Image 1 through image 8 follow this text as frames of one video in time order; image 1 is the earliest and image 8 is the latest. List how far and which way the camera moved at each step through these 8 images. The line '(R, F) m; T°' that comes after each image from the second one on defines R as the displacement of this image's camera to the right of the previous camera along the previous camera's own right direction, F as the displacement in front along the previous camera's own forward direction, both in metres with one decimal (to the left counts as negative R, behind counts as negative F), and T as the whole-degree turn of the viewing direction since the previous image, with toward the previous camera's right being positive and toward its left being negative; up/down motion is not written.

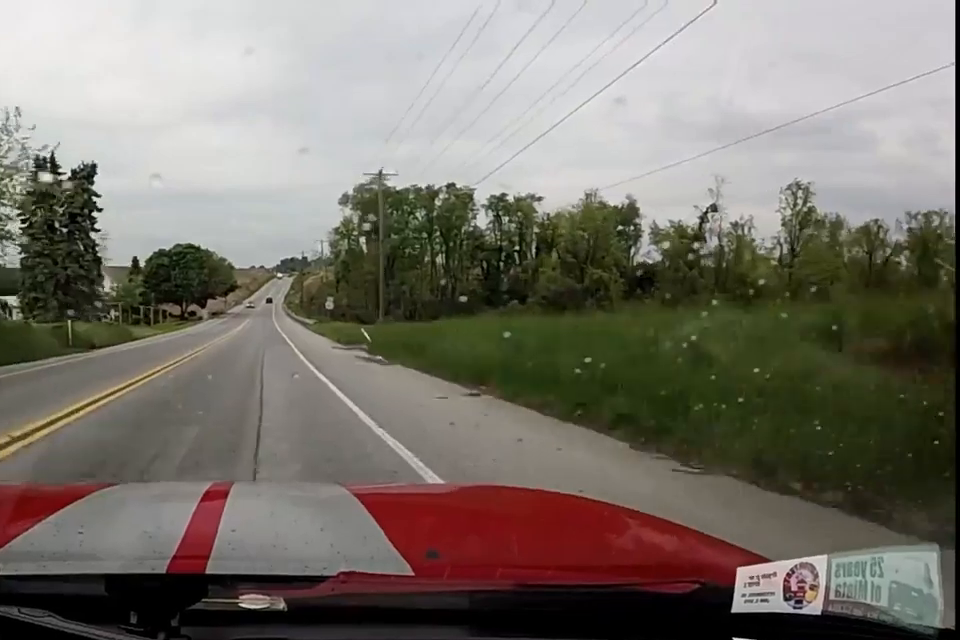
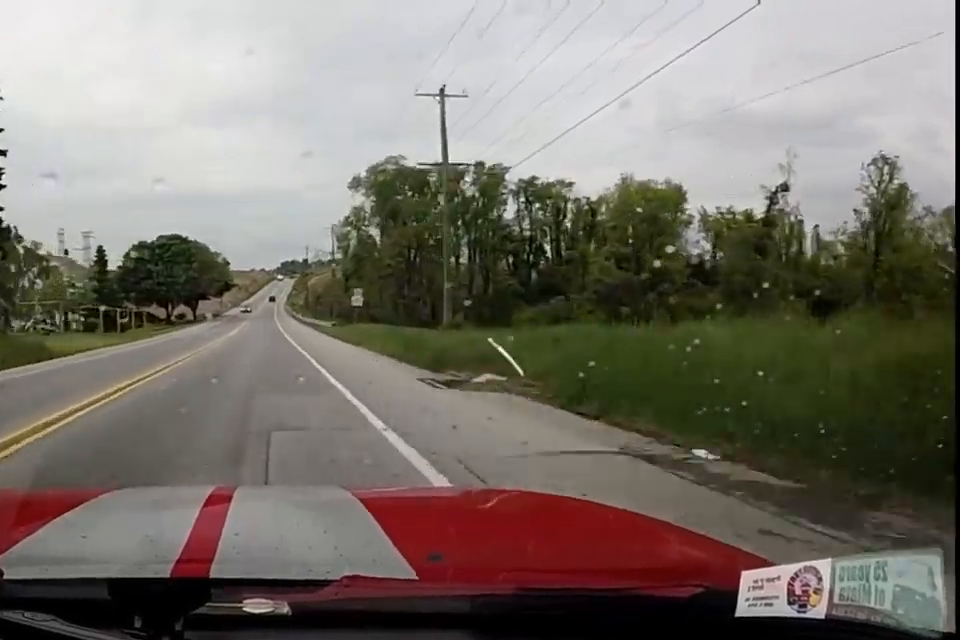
(0.0, +15.9) m; 0°
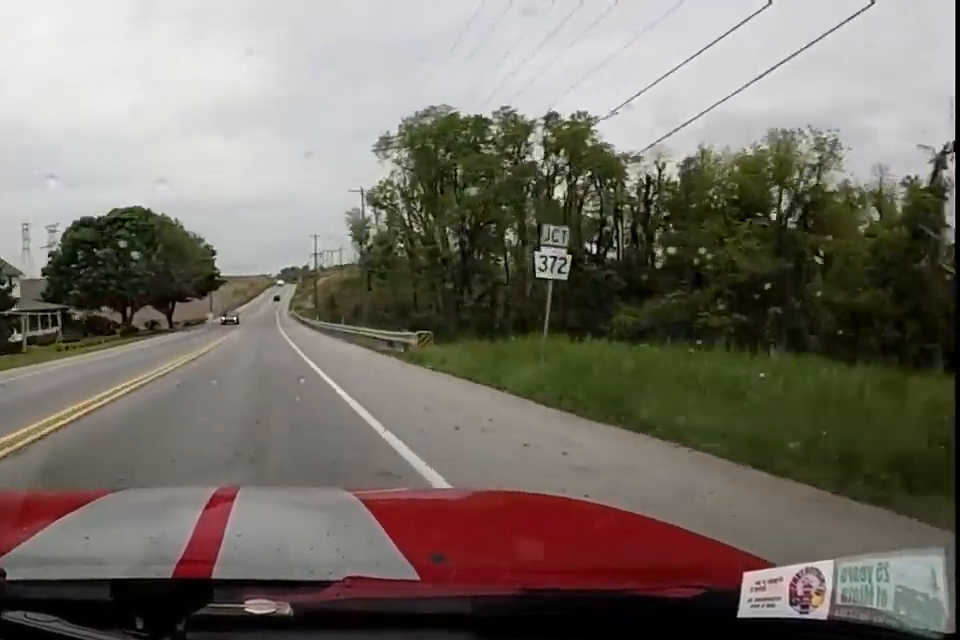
(0.0, +26.1) m; +2°
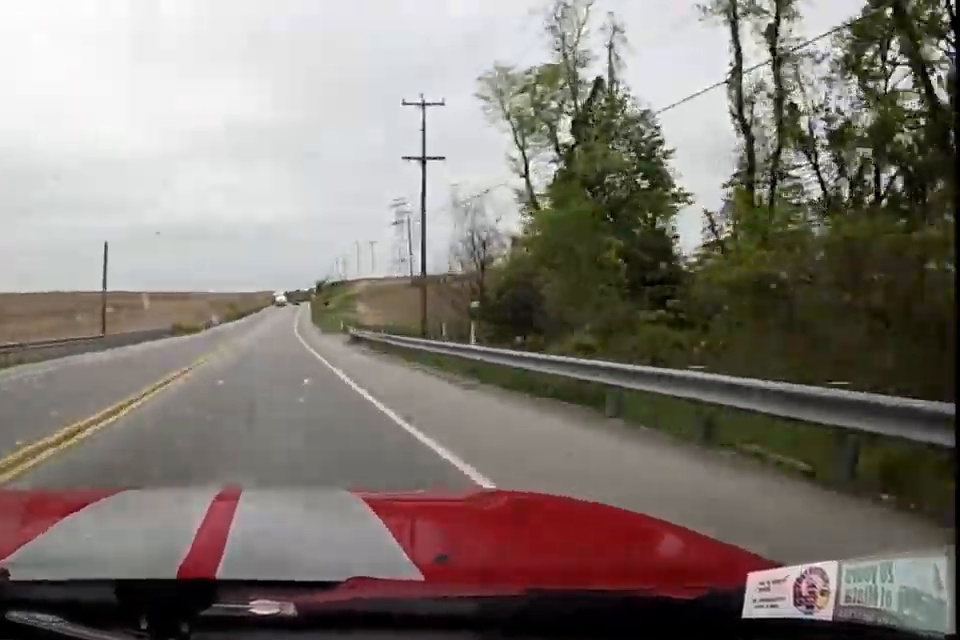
(+3.0, +74.7) m; +3°
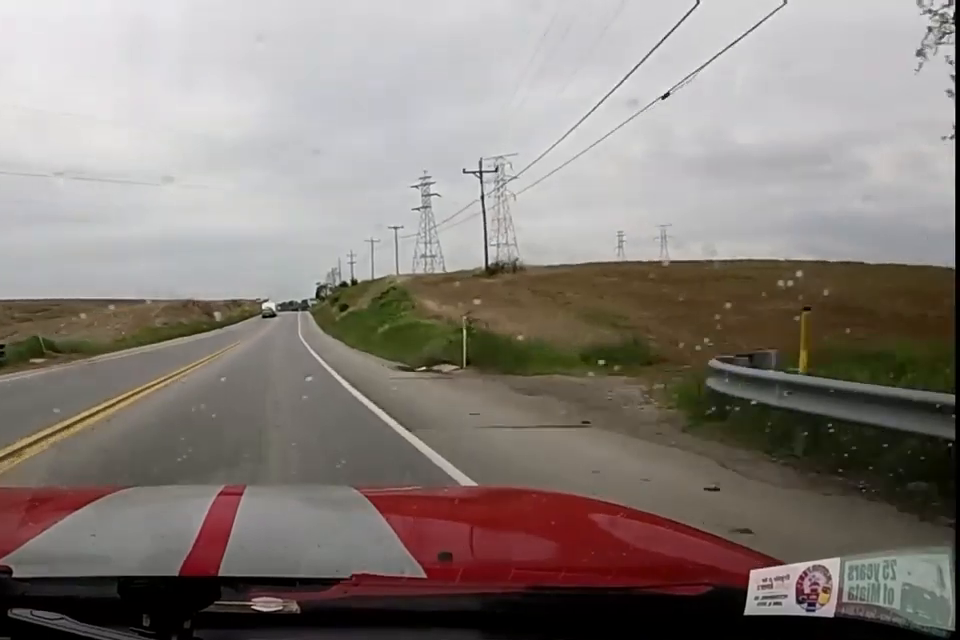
(+0.5, +31.8) m; +2°
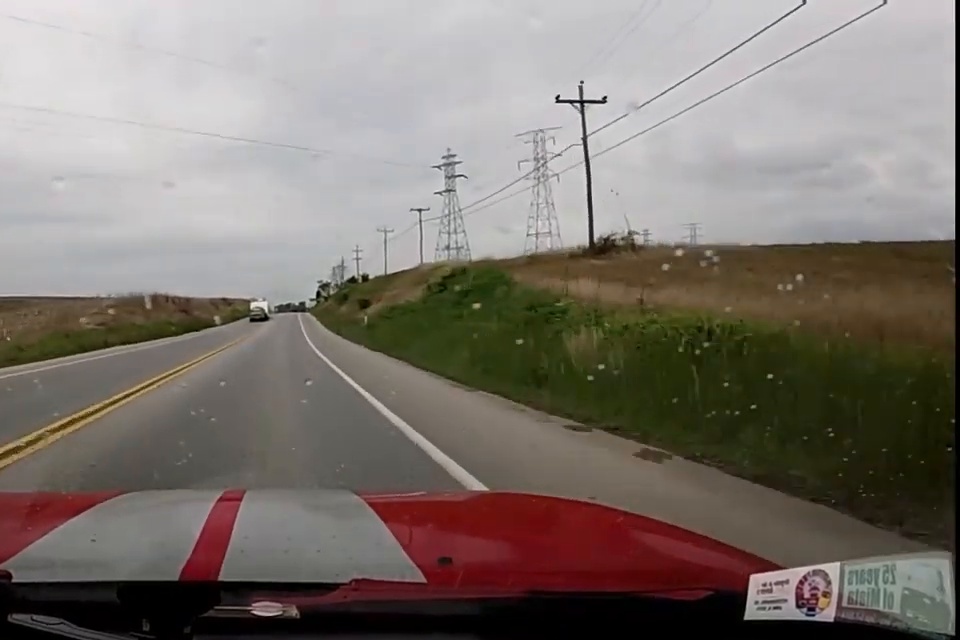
(+0.2, +18.1) m; 0°
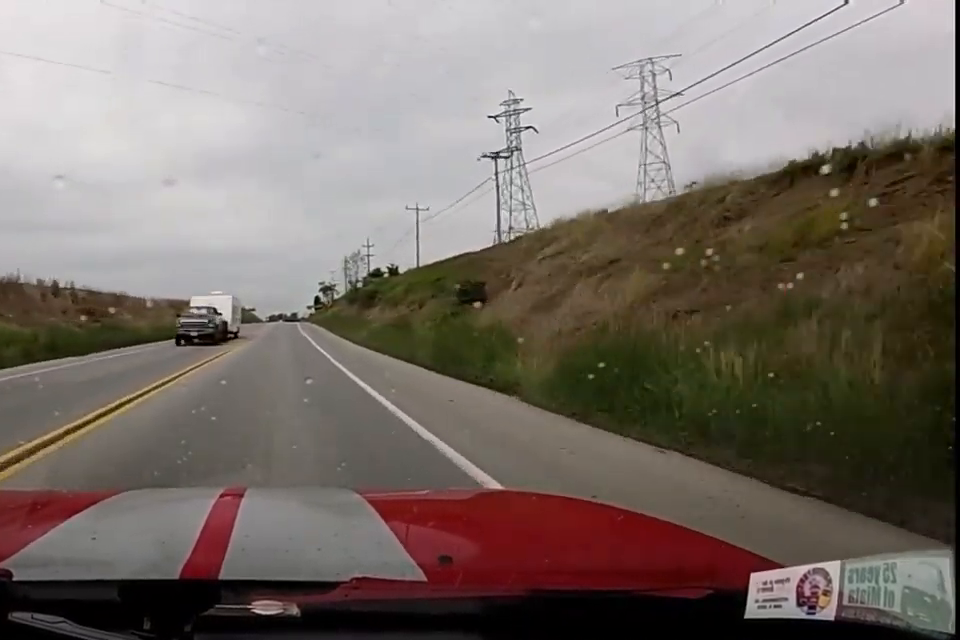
(0.0, +30.8) m; 0°
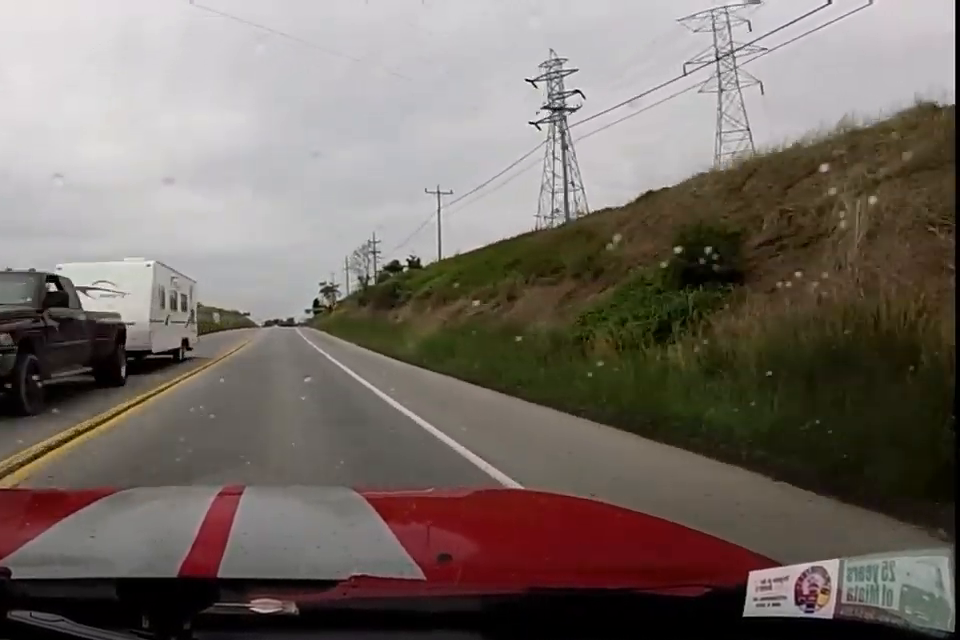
(0.0, +12.7) m; 0°
